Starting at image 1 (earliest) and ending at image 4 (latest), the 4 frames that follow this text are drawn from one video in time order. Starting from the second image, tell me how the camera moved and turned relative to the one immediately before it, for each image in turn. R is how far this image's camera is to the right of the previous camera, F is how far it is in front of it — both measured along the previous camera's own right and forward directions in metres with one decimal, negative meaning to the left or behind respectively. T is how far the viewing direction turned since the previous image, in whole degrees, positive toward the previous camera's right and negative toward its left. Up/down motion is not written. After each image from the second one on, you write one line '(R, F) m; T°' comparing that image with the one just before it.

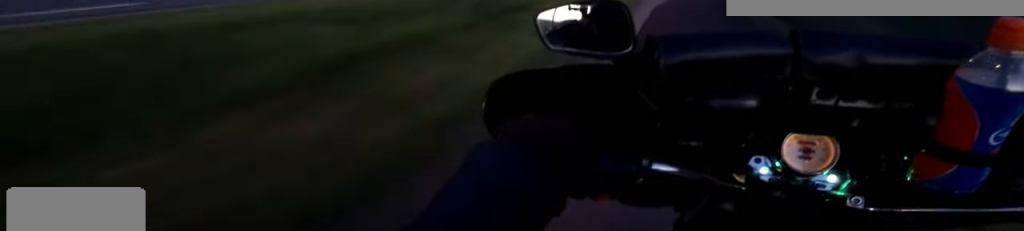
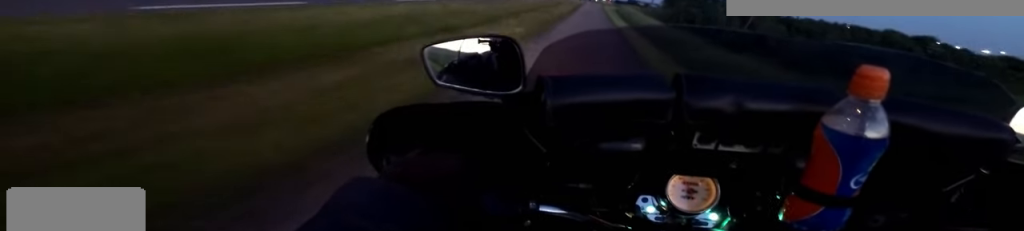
(+1.7, +35.8) m; +5°
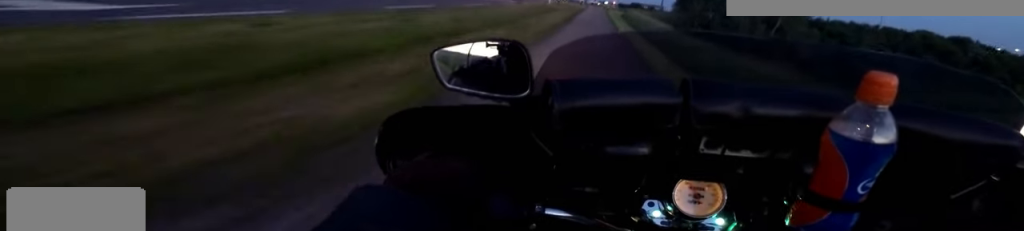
(-0.5, +5.1) m; -2°
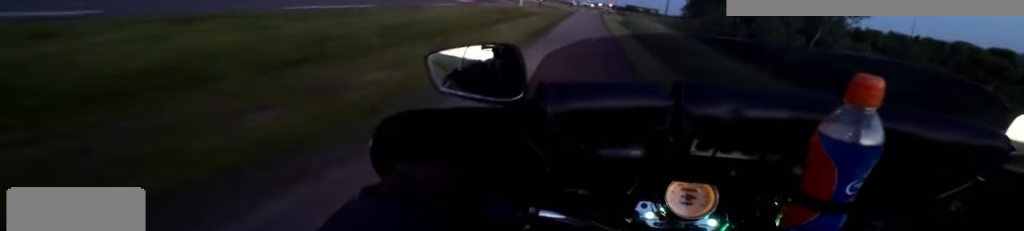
(-0.1, +6.8) m; -2°
